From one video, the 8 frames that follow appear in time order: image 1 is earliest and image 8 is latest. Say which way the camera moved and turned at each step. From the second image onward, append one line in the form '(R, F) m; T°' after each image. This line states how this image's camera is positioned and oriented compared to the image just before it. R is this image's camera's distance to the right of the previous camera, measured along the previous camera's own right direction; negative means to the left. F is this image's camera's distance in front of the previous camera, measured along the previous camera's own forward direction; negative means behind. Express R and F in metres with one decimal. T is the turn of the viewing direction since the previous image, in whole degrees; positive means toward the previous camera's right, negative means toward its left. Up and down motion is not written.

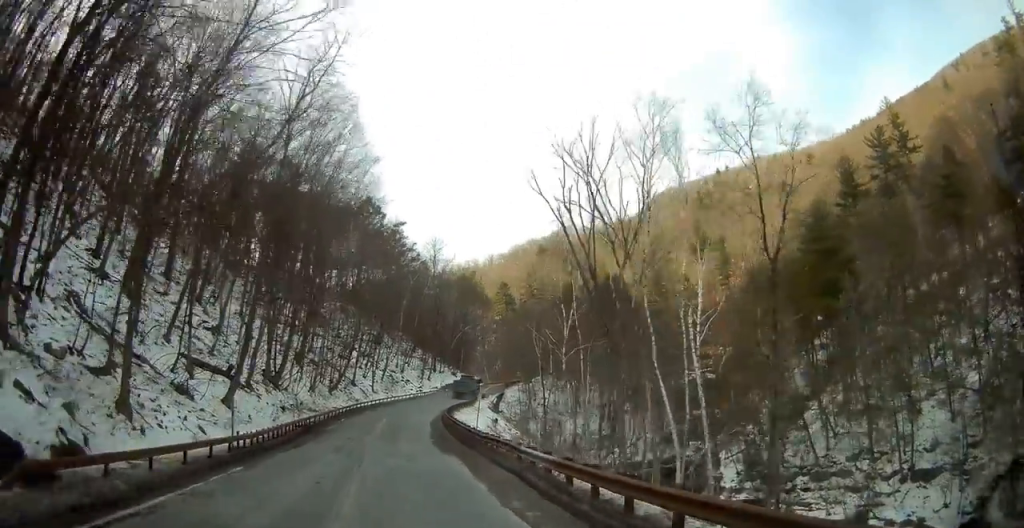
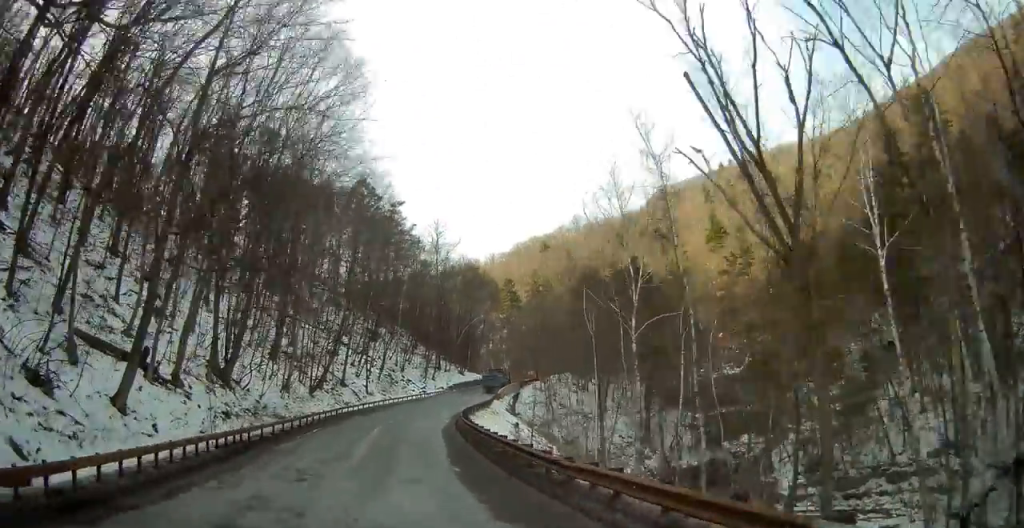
(-0.6, +12.7) m; -2°
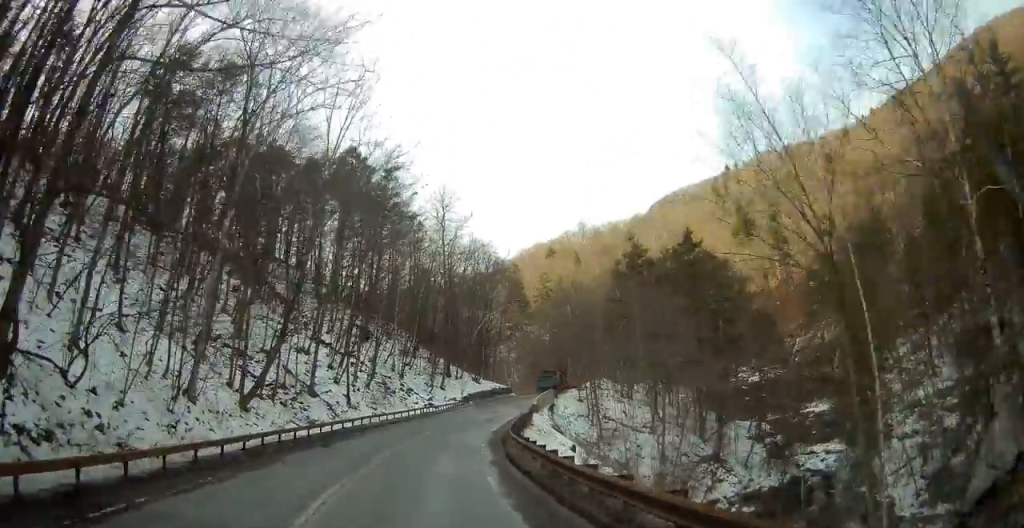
(+0.2, +20.5) m; +3°
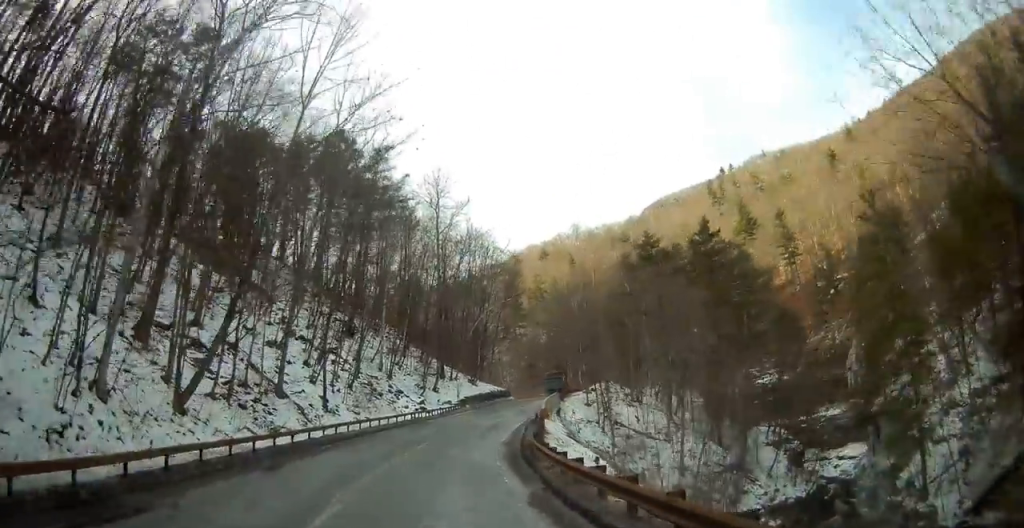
(+0.1, +7.5) m; +2°
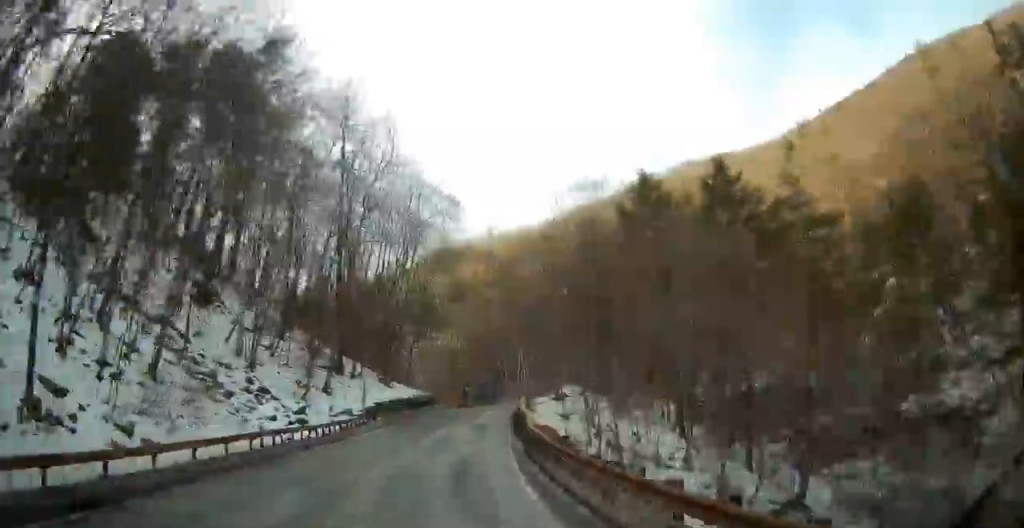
(+1.3, +24.2) m; +6°
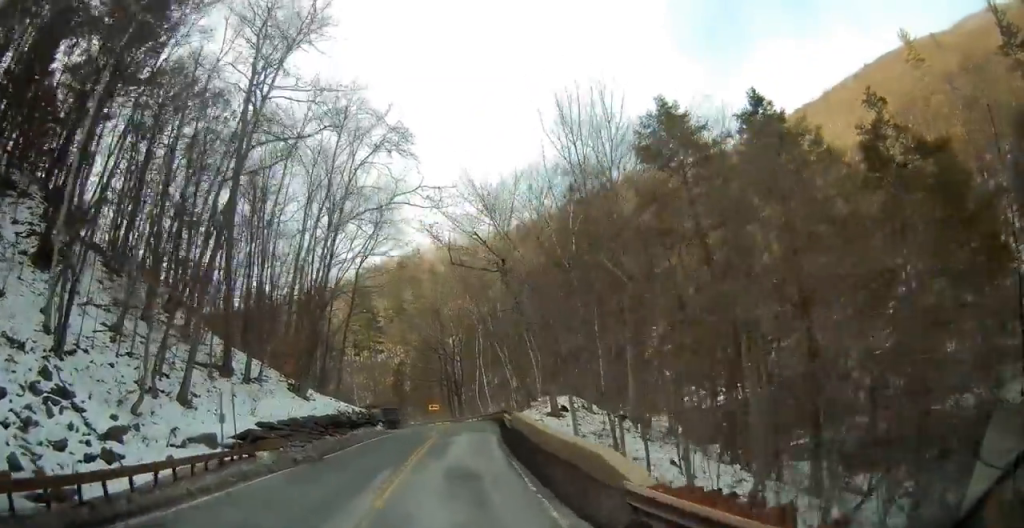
(+0.8, +15.9) m; +7°
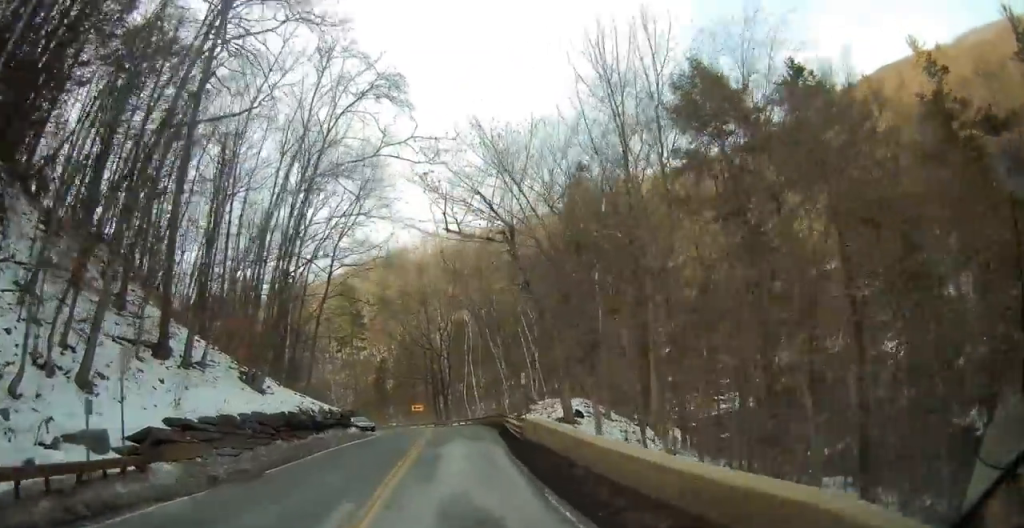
(+0.1, +6.1) m; +3°
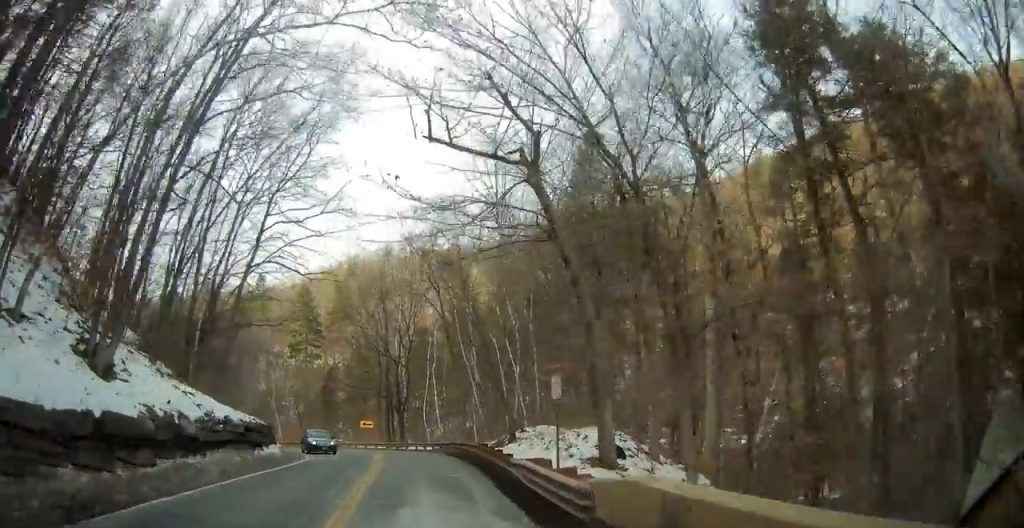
(+0.3, +10.8) m; +7°
